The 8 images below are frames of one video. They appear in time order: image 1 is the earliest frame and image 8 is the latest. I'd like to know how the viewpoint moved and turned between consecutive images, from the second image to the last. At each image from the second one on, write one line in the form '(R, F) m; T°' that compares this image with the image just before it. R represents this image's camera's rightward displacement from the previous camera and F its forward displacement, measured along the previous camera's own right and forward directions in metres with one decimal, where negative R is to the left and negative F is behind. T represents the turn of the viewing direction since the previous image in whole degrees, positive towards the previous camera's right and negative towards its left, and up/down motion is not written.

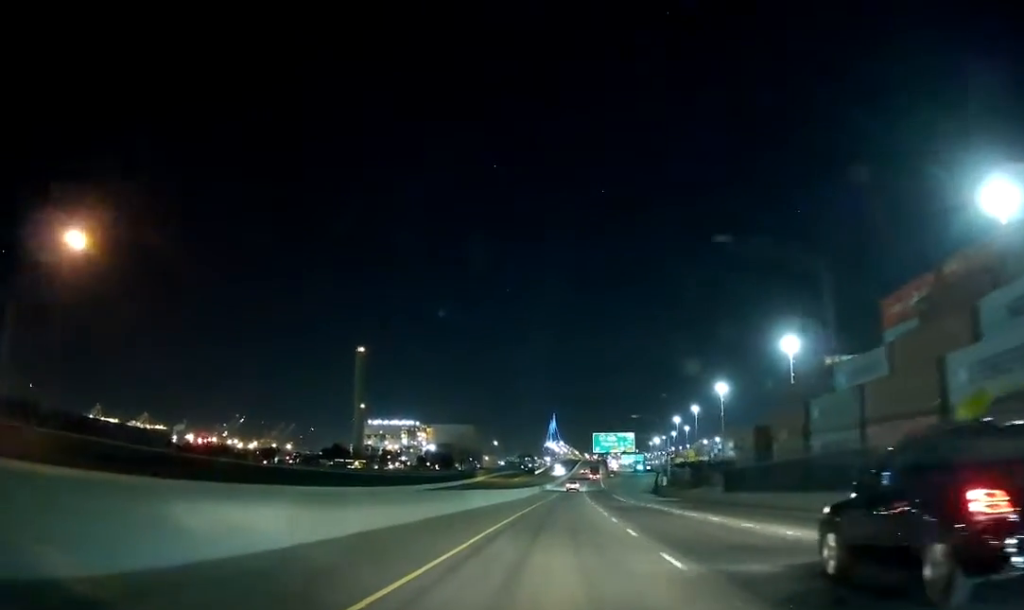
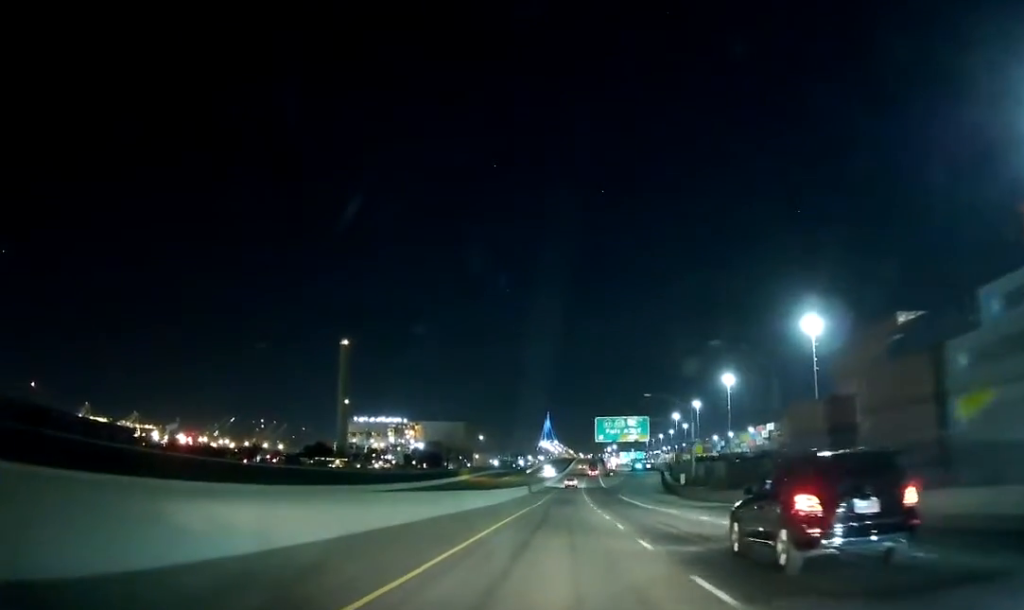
(-0.2, +24.4) m; 0°
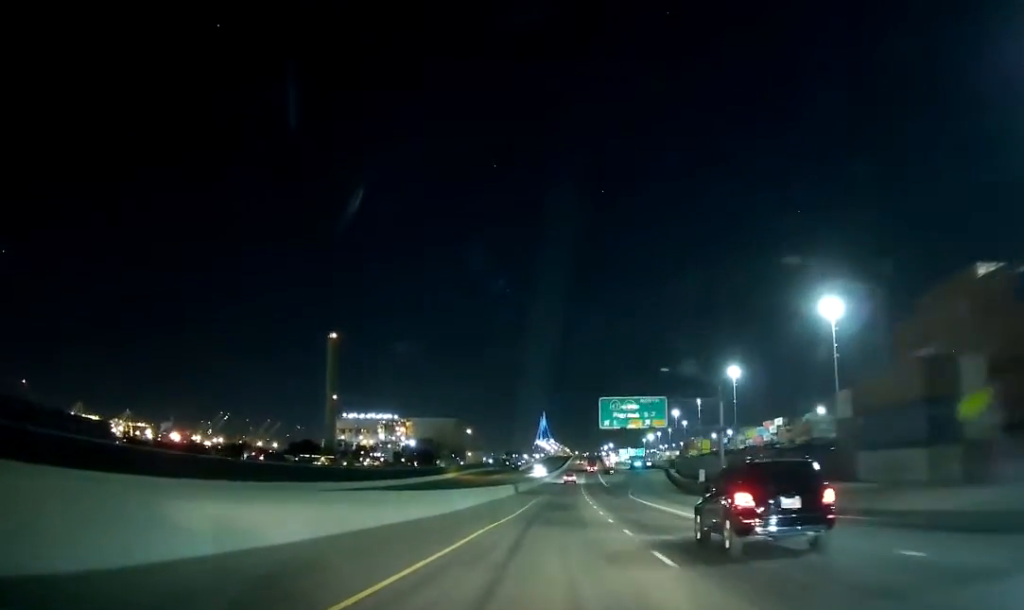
(+0.1, +18.2) m; +1°
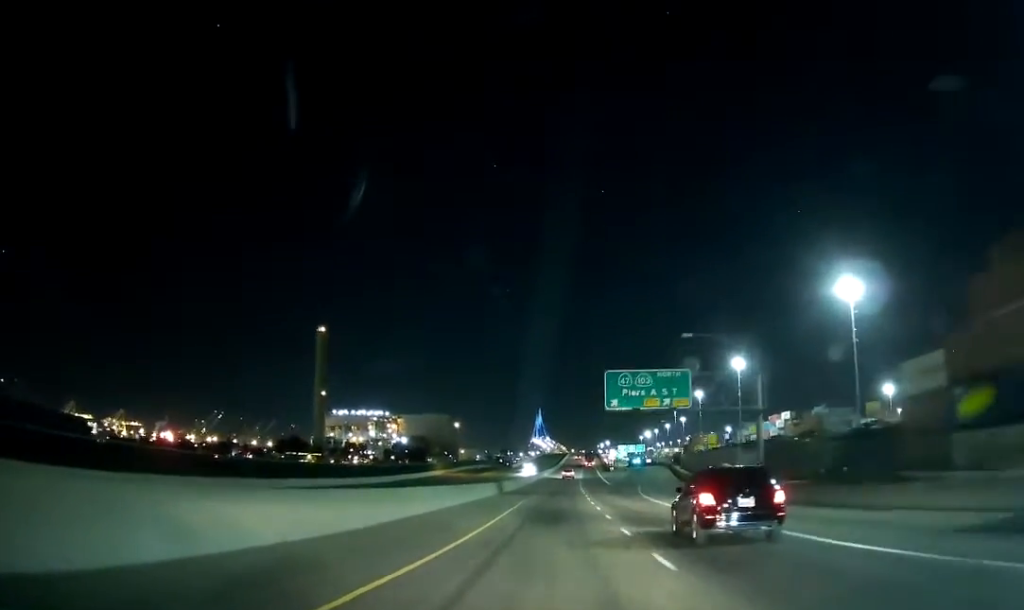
(+0.1, +15.5) m; 0°
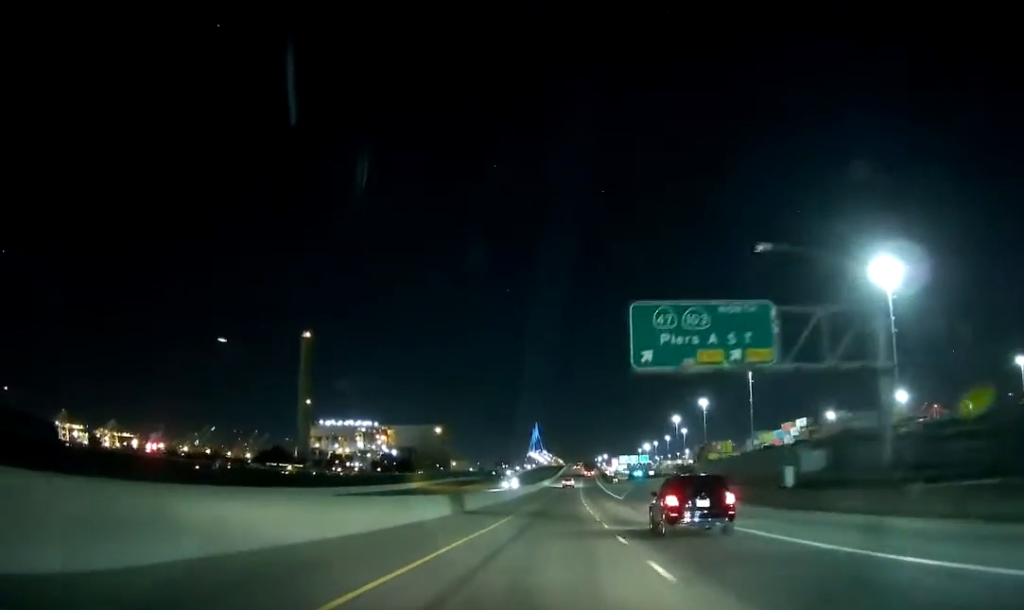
(+0.1, +21.9) m; 0°
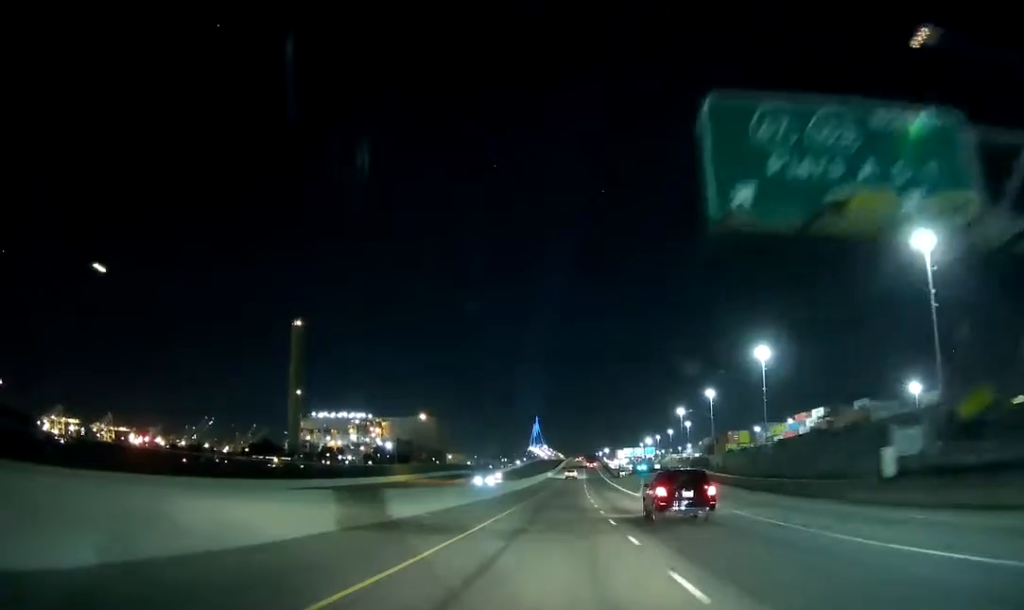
(-0.1, +17.4) m; 0°
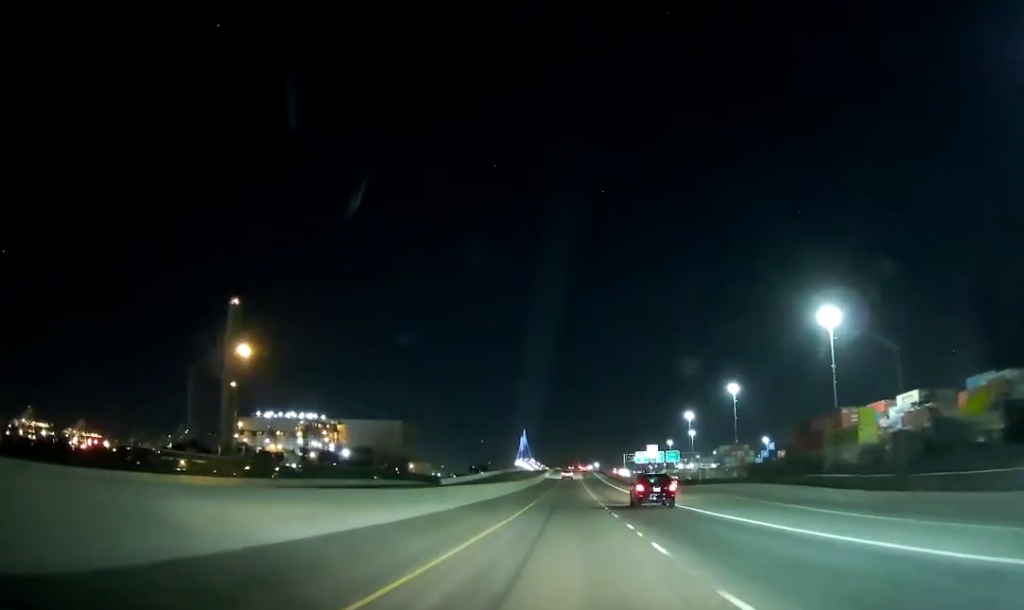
(+0.5, +73.1) m; +1°
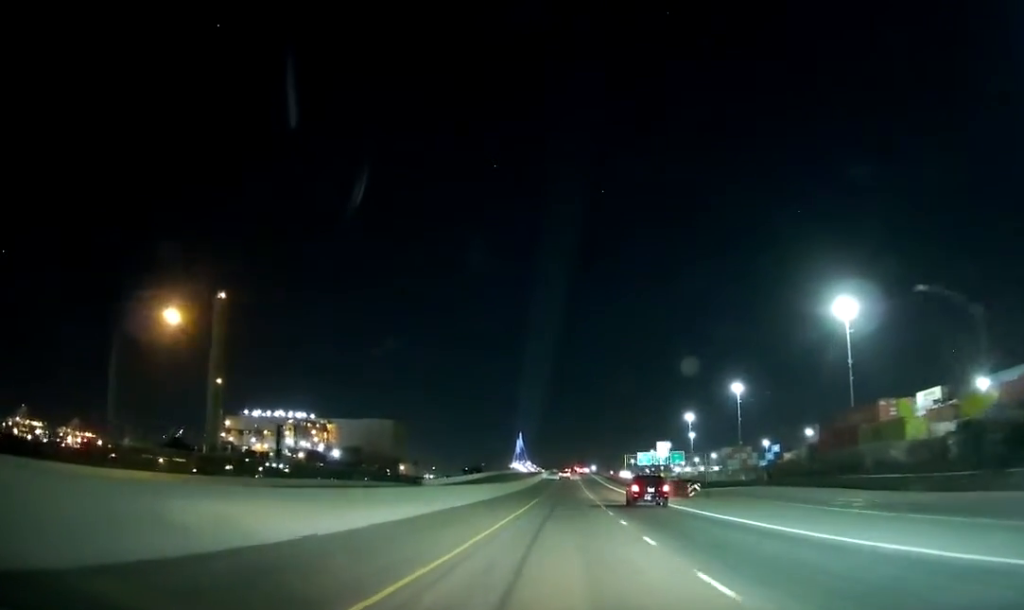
(0.0, +12.8) m; 0°
